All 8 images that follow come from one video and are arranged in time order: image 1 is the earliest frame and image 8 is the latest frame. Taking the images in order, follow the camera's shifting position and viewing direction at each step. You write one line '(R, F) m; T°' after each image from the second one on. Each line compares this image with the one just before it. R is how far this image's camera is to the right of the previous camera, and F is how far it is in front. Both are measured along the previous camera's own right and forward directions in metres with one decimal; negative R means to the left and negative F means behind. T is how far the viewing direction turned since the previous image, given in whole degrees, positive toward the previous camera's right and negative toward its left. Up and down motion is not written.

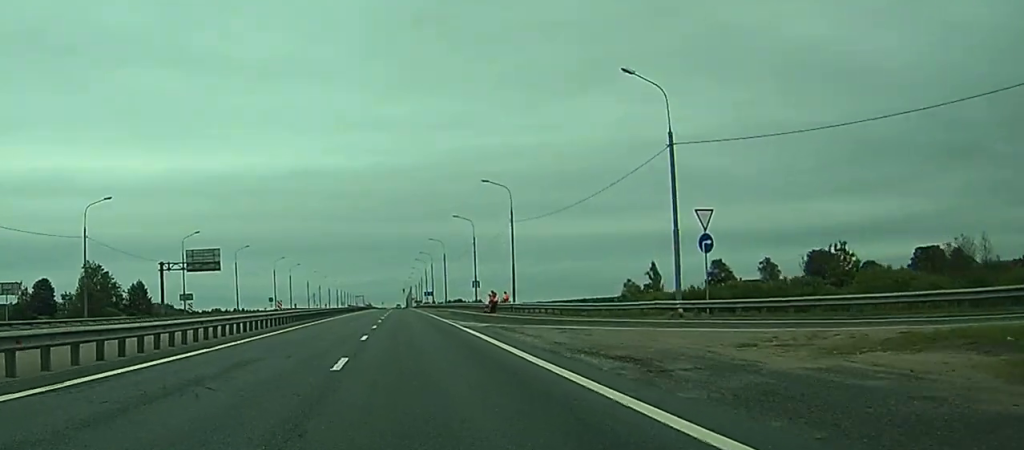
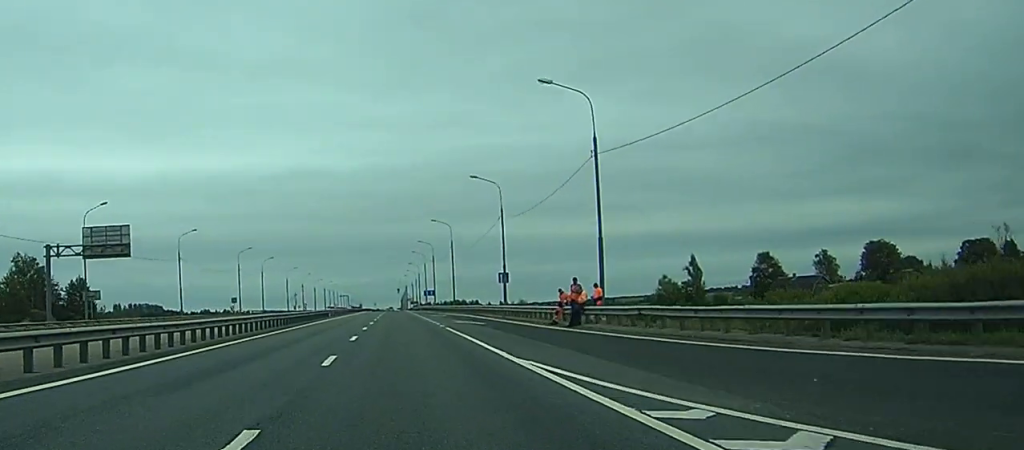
(0.0, +34.7) m; 0°
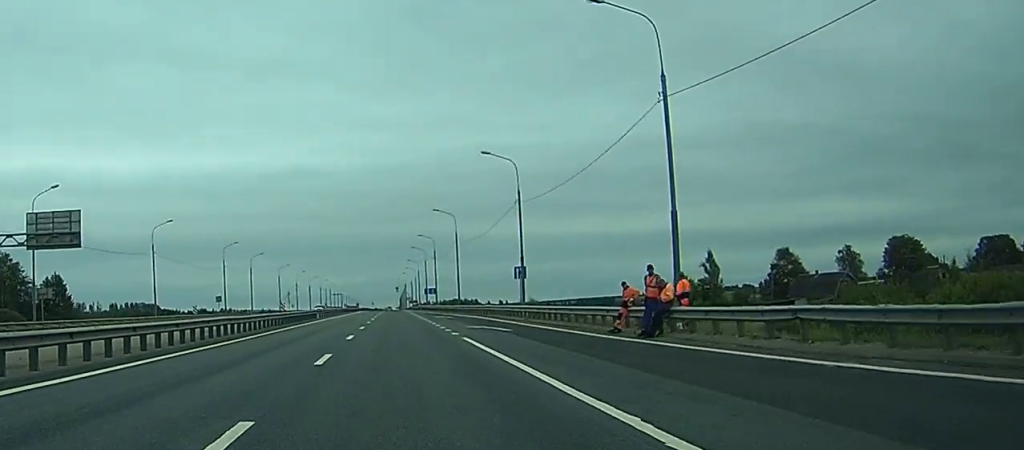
(0.0, +11.4) m; 0°
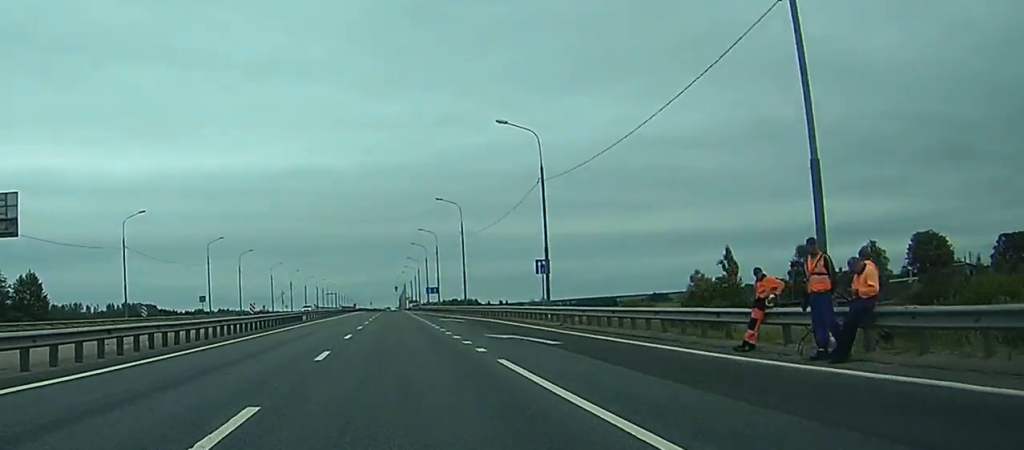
(0.0, +10.6) m; 0°
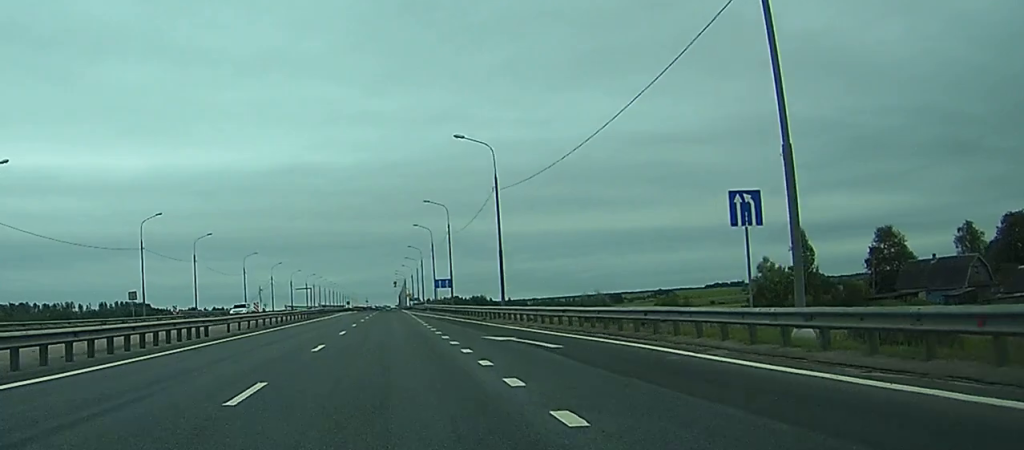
(+0.1, +32.3) m; 0°
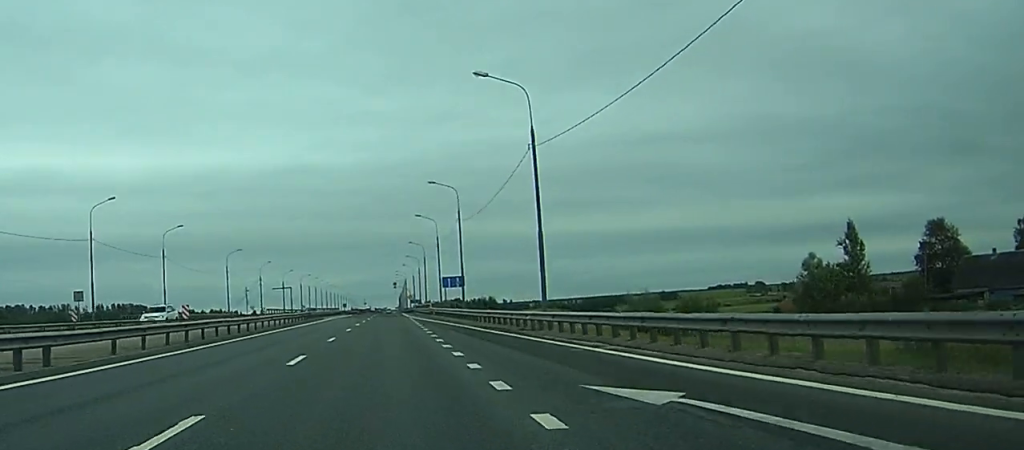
(0.0, +15.7) m; 0°
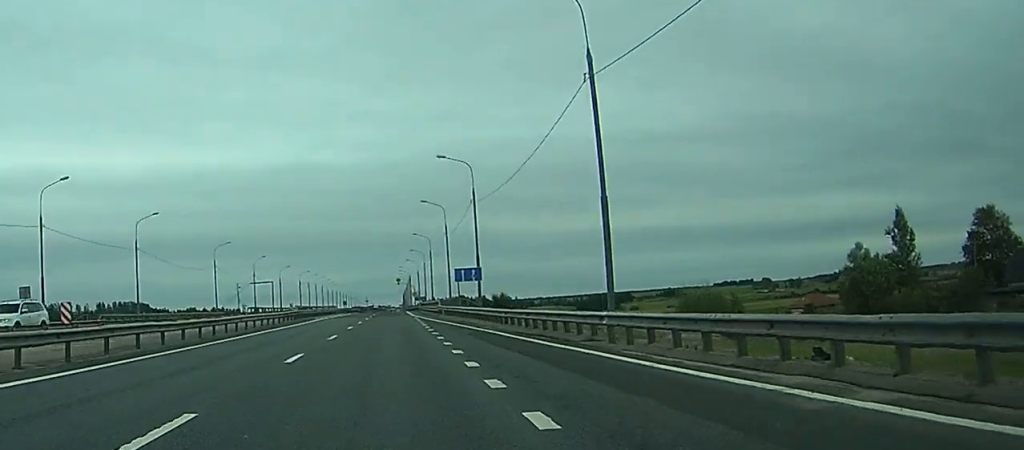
(0.0, +11.9) m; 0°
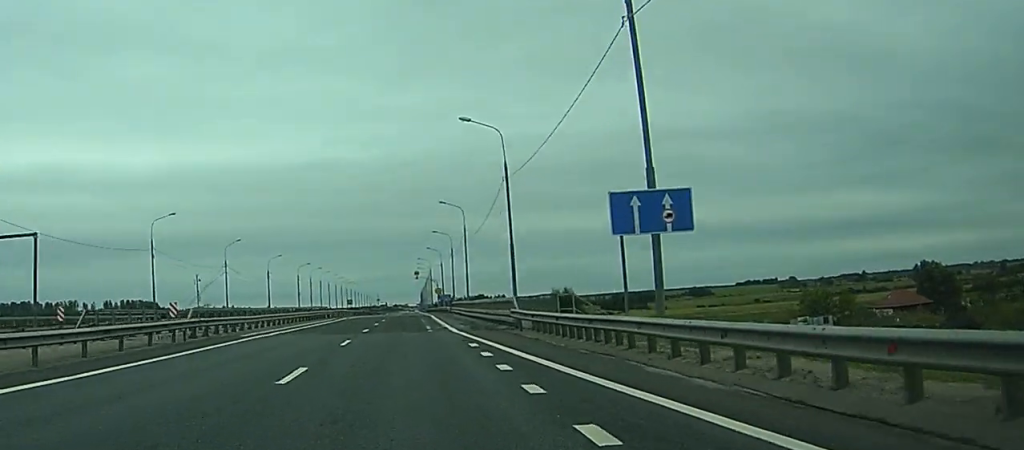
(-0.4, +39.9) m; -1°
